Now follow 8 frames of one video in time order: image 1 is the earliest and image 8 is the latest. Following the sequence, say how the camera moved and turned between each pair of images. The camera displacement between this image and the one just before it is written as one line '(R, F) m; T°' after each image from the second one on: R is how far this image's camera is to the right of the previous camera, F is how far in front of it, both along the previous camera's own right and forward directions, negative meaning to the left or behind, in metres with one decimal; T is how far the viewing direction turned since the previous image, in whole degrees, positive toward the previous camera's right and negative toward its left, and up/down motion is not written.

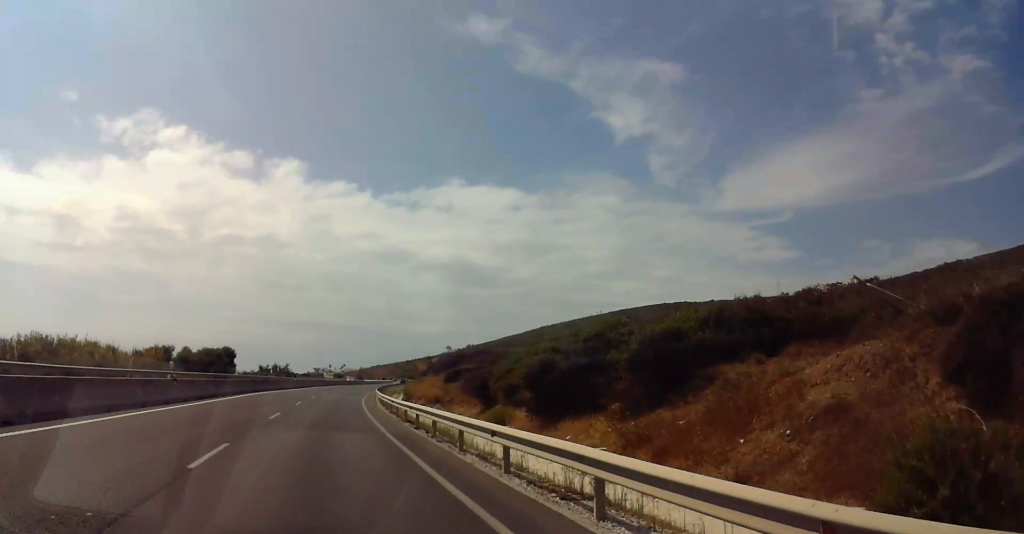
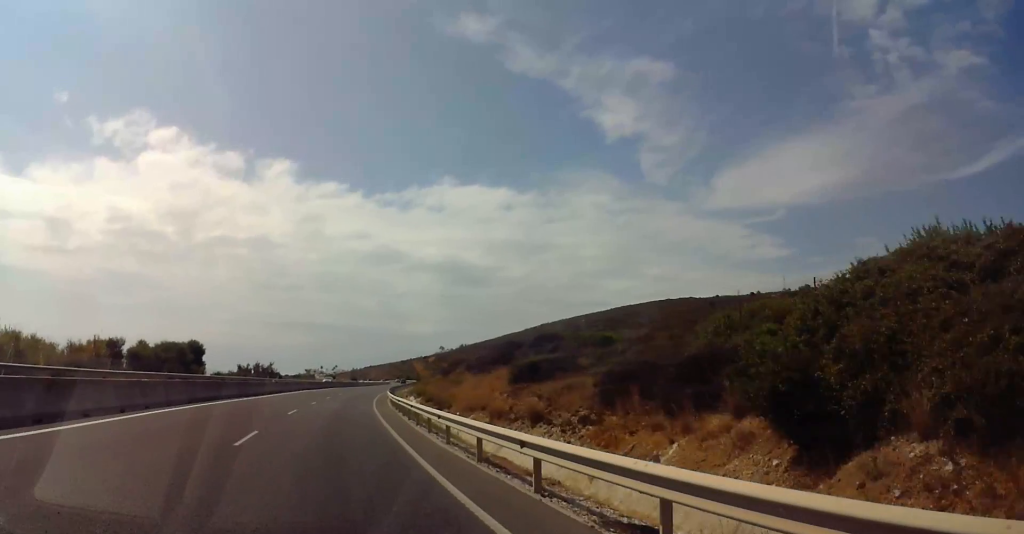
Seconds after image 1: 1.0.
(+0.5, +21.2) m; 0°
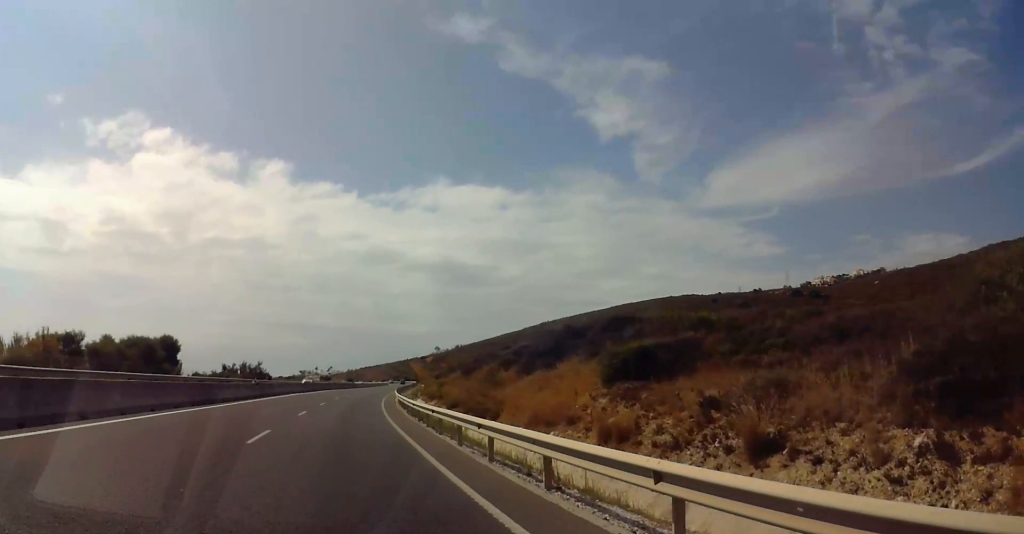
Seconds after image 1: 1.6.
(-0.3, +12.3) m; -1°
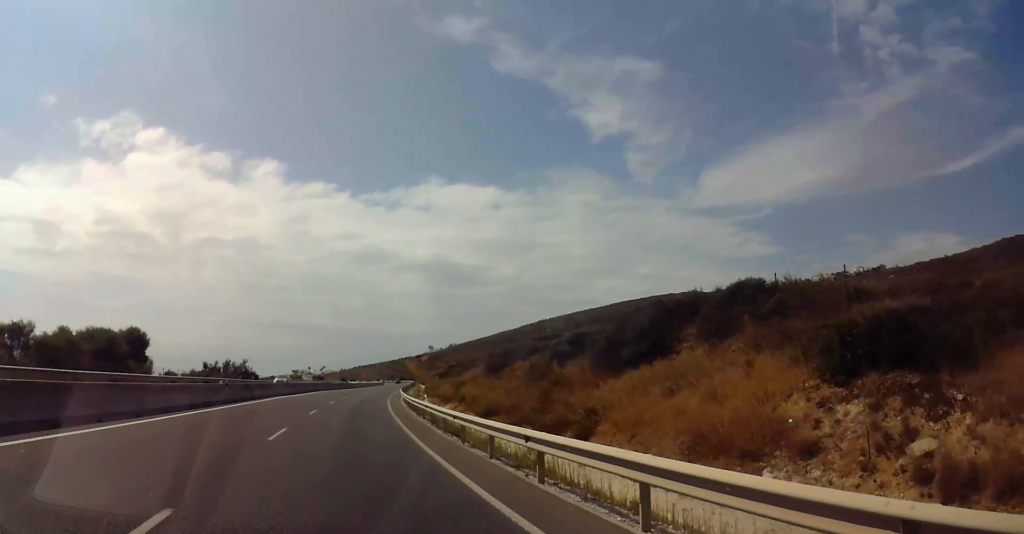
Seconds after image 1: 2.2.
(-0.1, +10.6) m; 0°
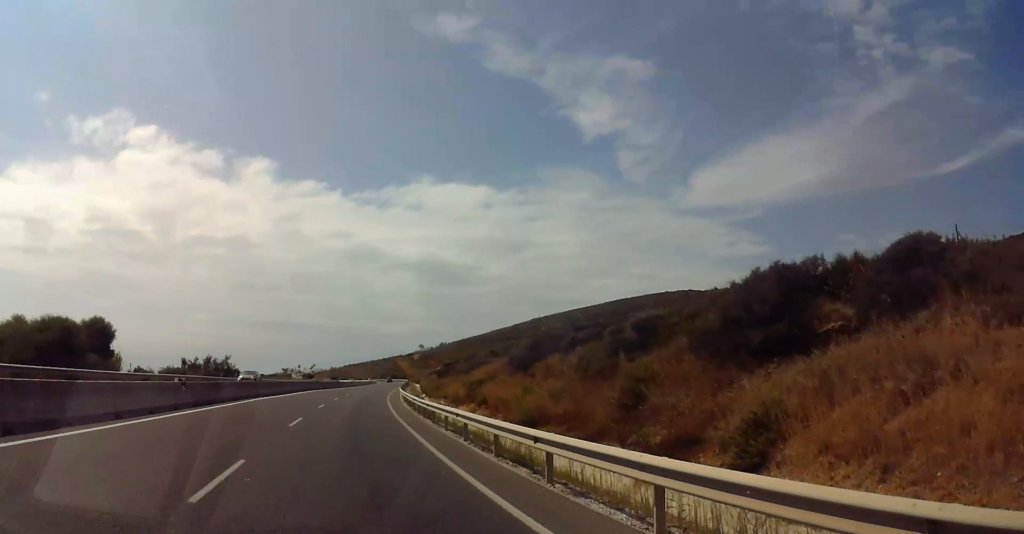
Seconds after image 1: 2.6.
(0.0, +9.0) m; +1°
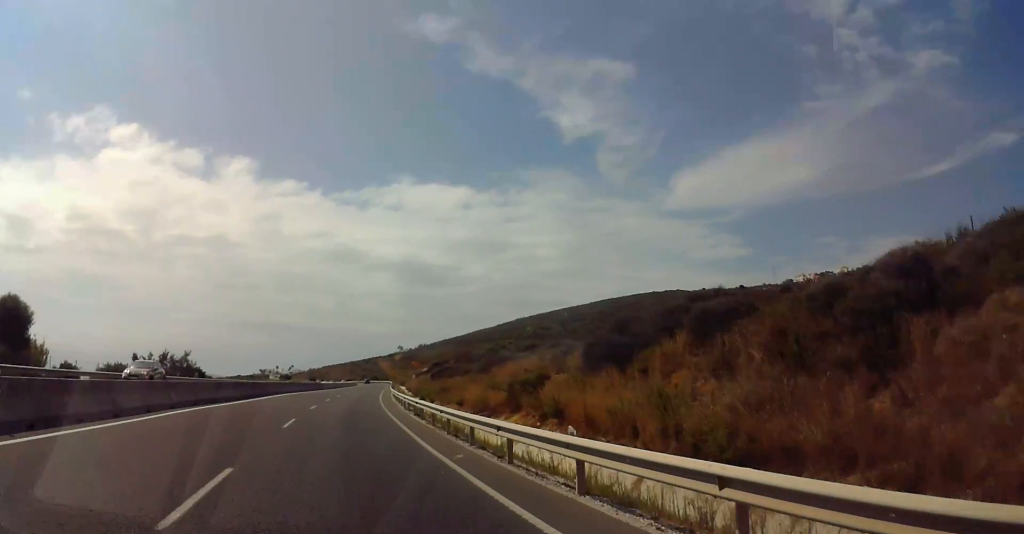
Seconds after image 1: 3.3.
(0.0, +13.9) m; +1°
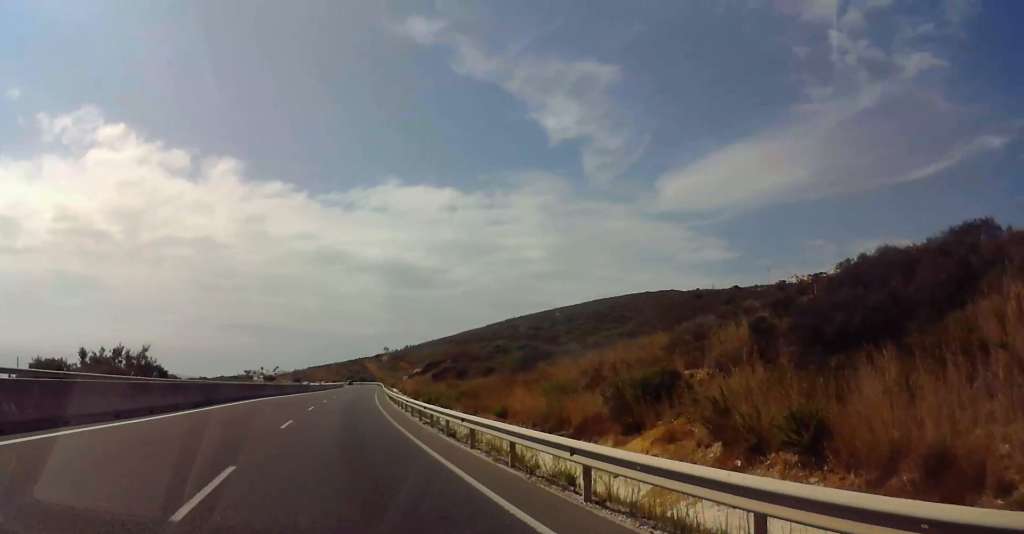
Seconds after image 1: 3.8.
(+0.1, +11.5) m; +1°
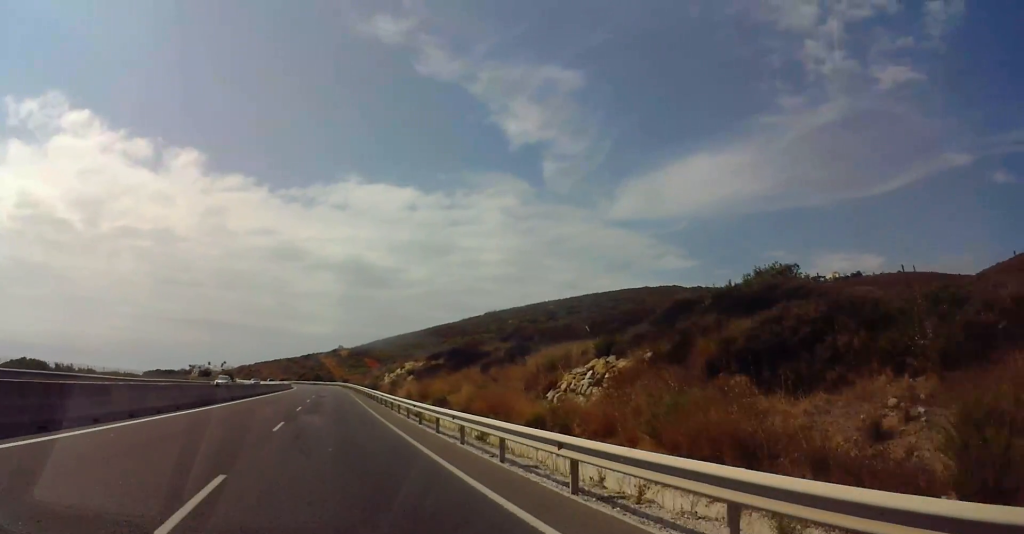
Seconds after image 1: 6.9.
(+4.2, +64.1) m; +4°
